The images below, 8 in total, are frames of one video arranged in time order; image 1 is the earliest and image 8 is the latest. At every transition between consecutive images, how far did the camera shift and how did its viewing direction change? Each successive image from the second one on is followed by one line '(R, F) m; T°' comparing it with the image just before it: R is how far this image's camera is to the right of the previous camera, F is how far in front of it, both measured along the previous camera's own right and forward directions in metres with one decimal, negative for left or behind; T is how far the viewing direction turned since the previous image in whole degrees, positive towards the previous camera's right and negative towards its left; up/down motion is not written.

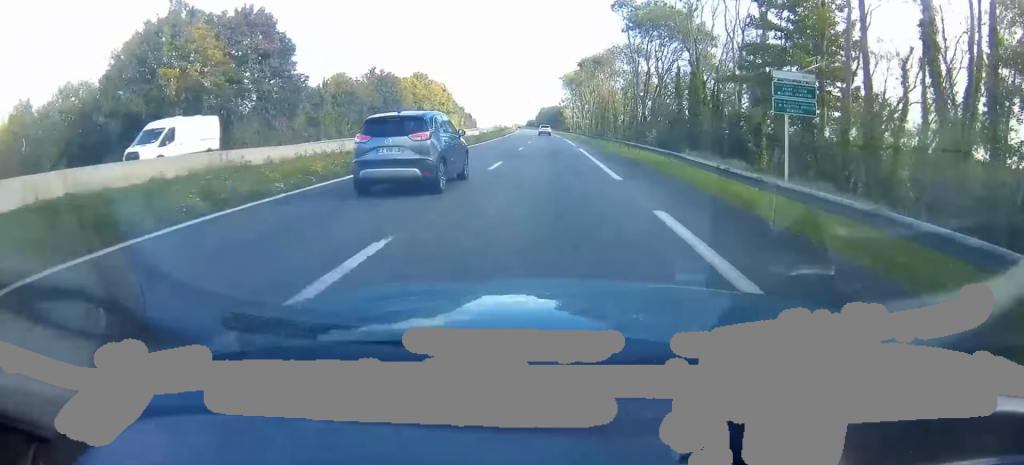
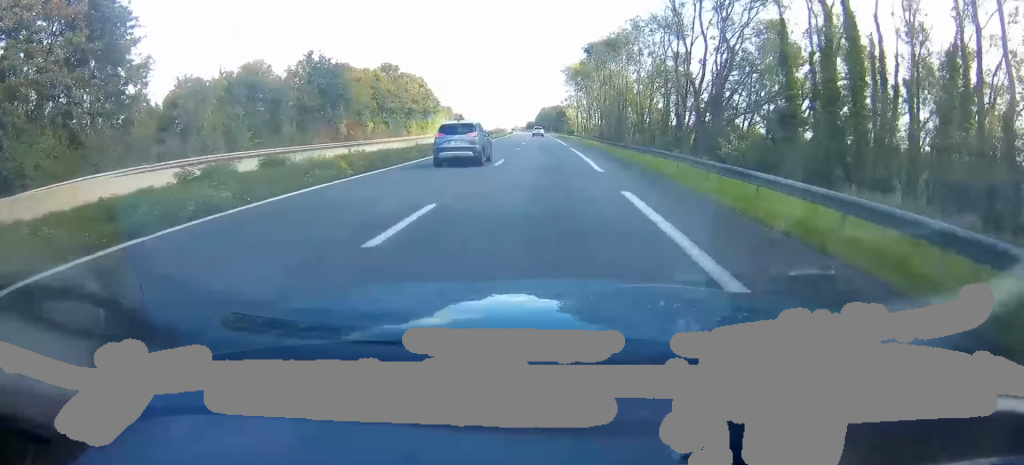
(-0.3, +23.0) m; -2°
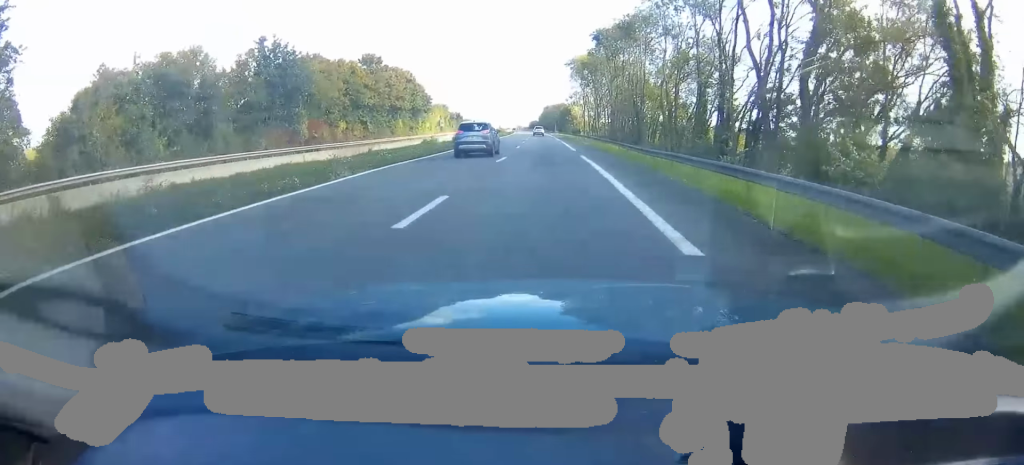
(-0.1, +11.9) m; 0°
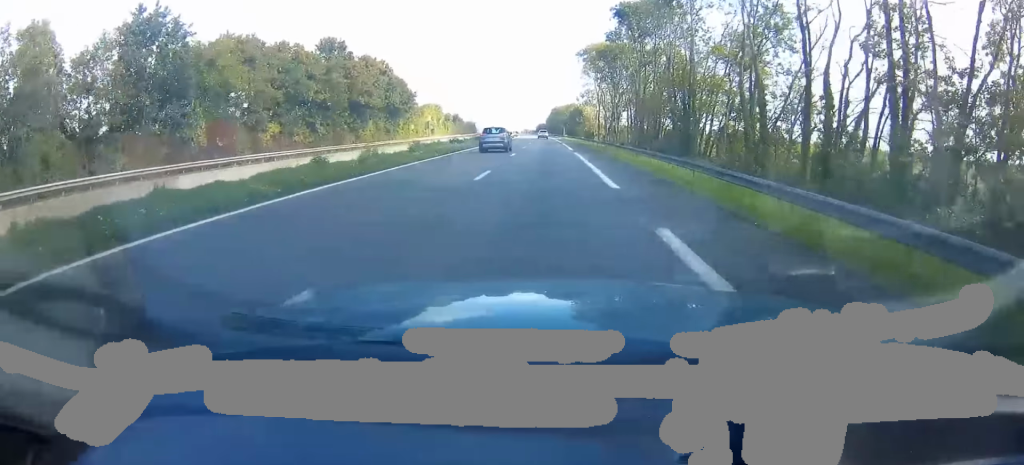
(+0.1, +18.7) m; +1°
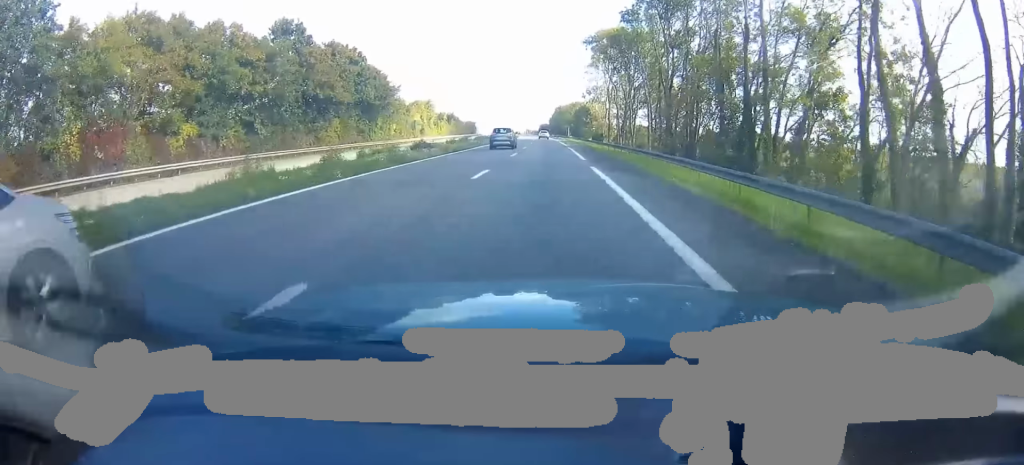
(+0.1, +12.7) m; +1°
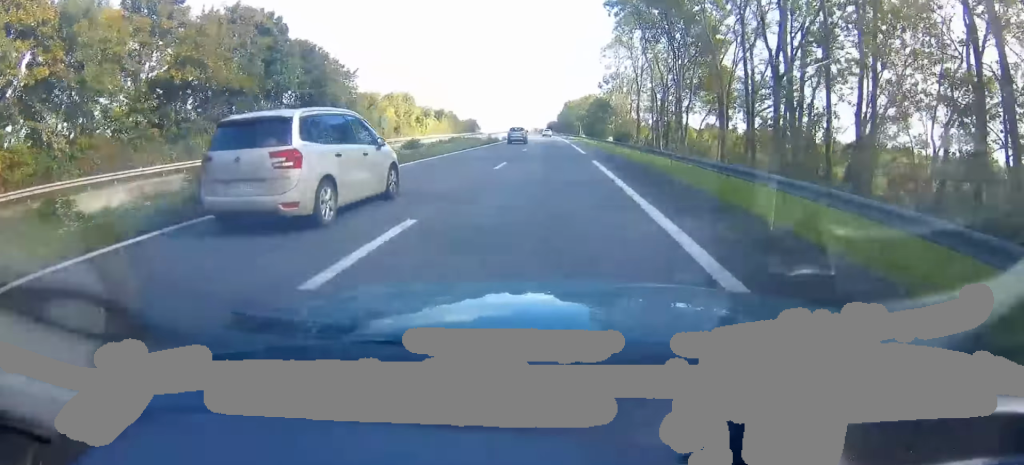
(-0.3, +22.5) m; -2°
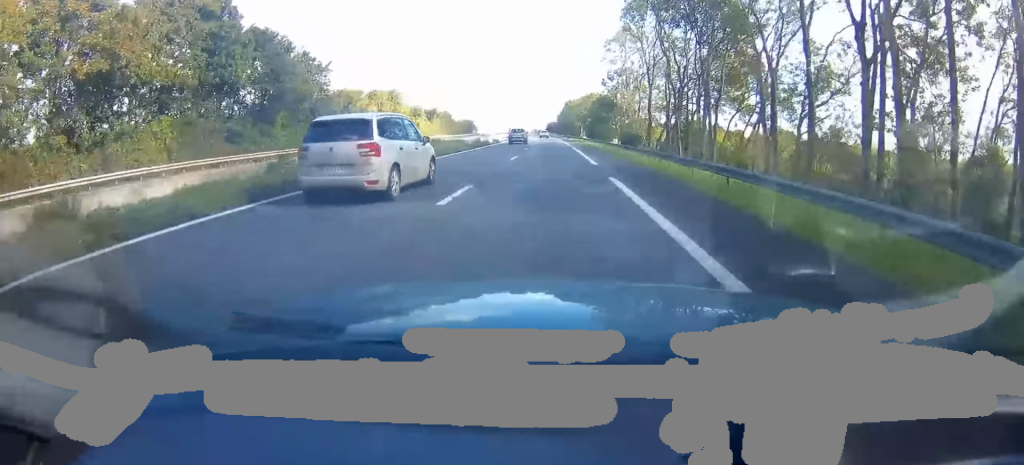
(-0.2, +8.0) m; -1°
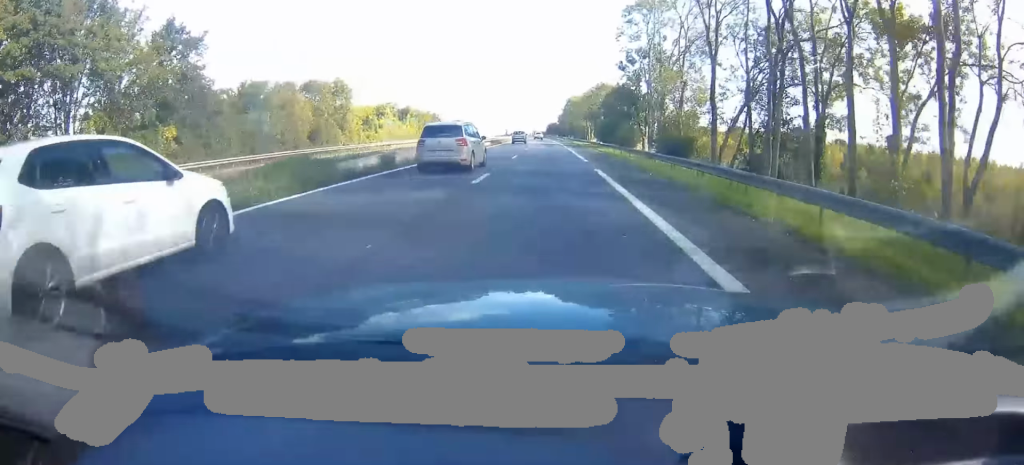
(-0.2, +22.1) m; -1°
